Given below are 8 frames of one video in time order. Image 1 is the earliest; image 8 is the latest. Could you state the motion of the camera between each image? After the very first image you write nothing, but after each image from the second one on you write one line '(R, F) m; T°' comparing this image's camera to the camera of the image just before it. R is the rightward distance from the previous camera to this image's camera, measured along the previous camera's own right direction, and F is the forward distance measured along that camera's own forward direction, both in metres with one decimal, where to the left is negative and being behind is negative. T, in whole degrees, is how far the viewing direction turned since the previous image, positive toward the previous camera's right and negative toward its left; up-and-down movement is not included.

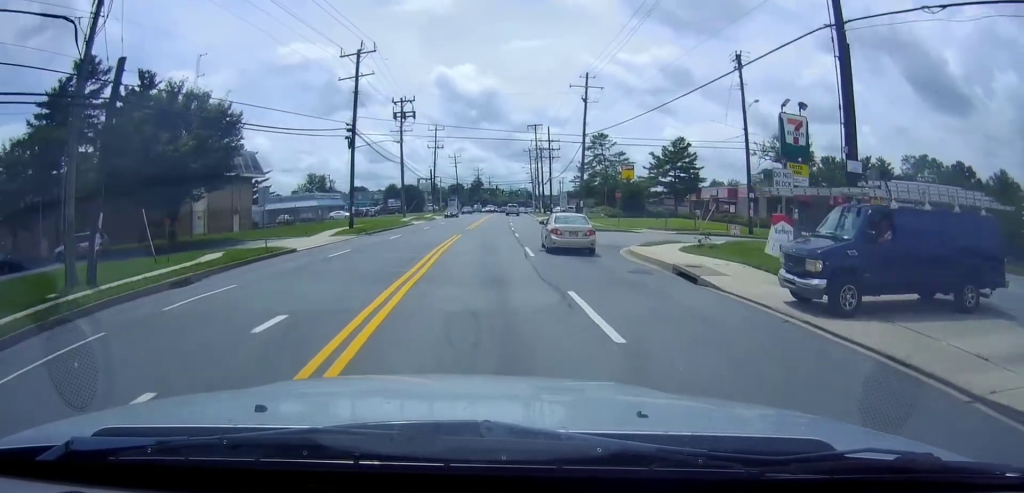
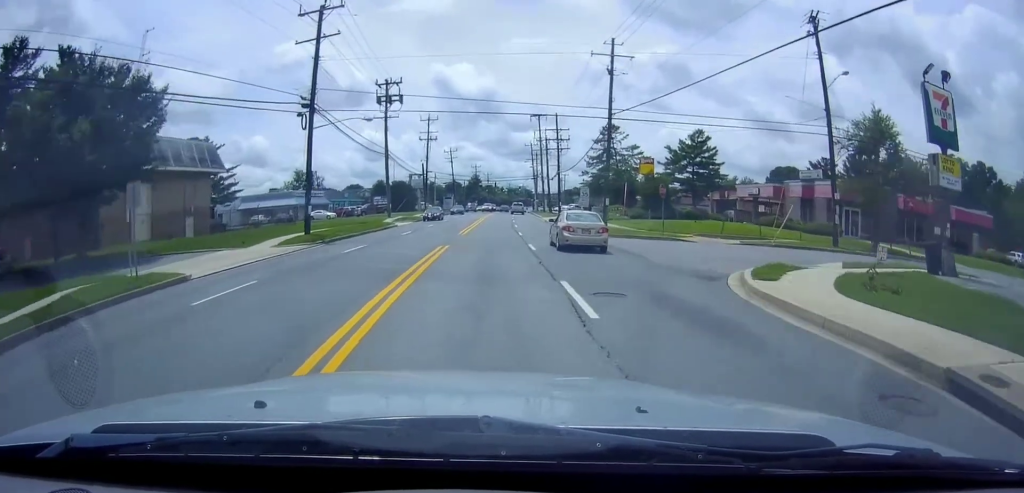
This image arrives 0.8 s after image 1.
(+0.1, +12.1) m; 0°
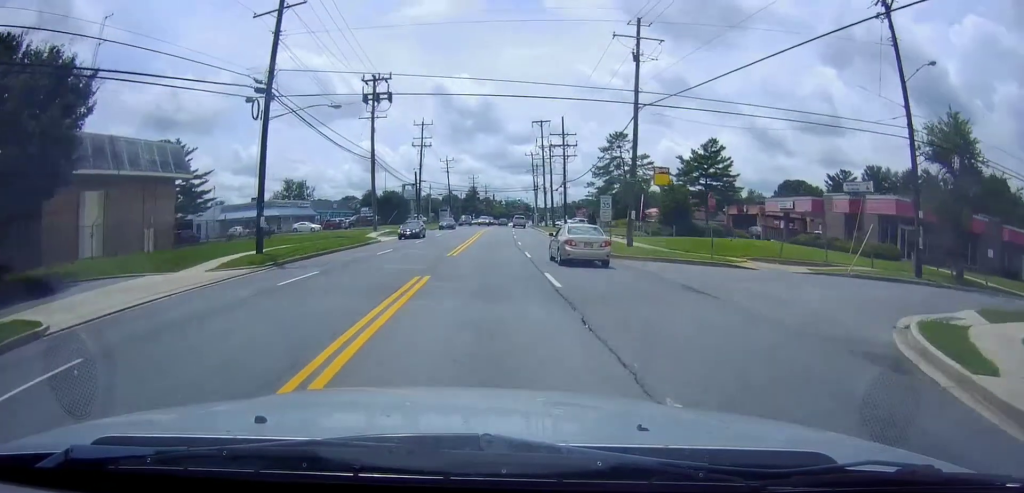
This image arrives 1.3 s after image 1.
(0.0, +7.9) m; 0°
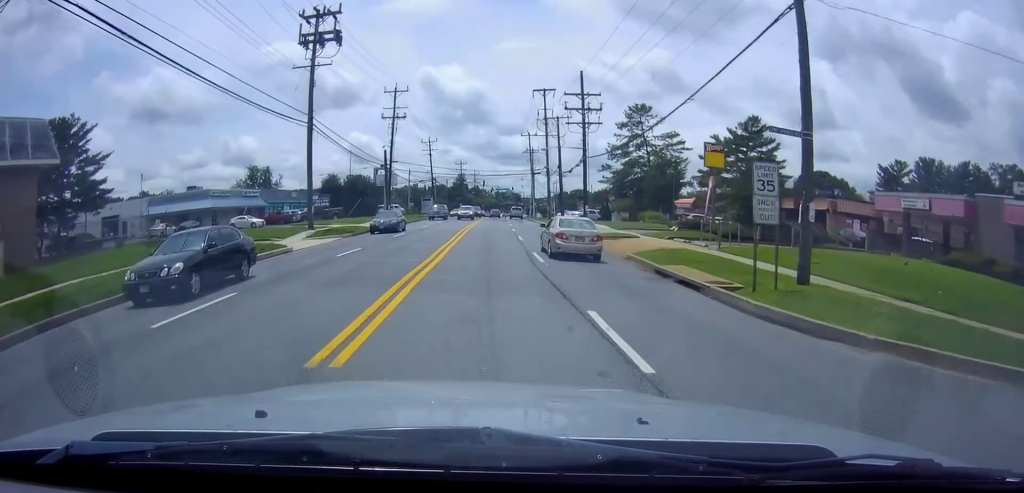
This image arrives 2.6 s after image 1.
(0.0, +19.7) m; +1°
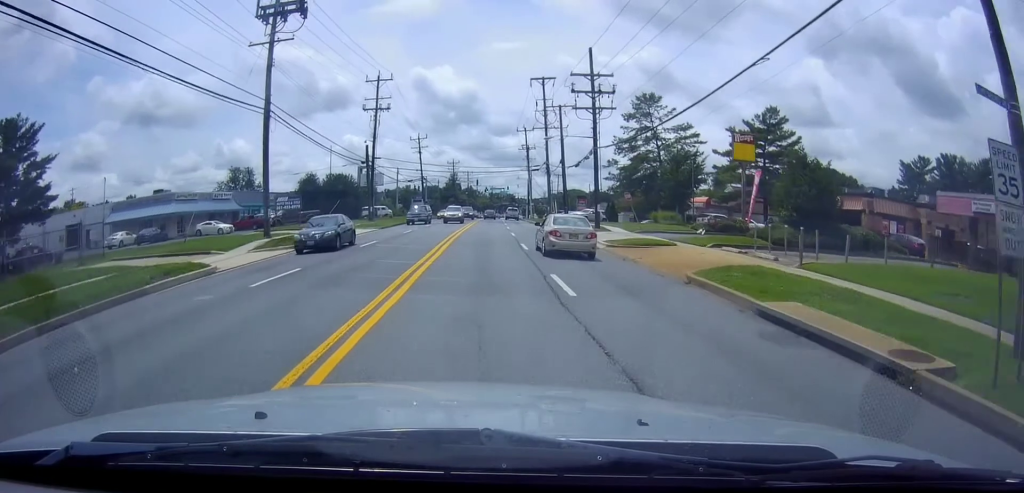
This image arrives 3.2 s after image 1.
(-0.2, +7.7) m; +1°
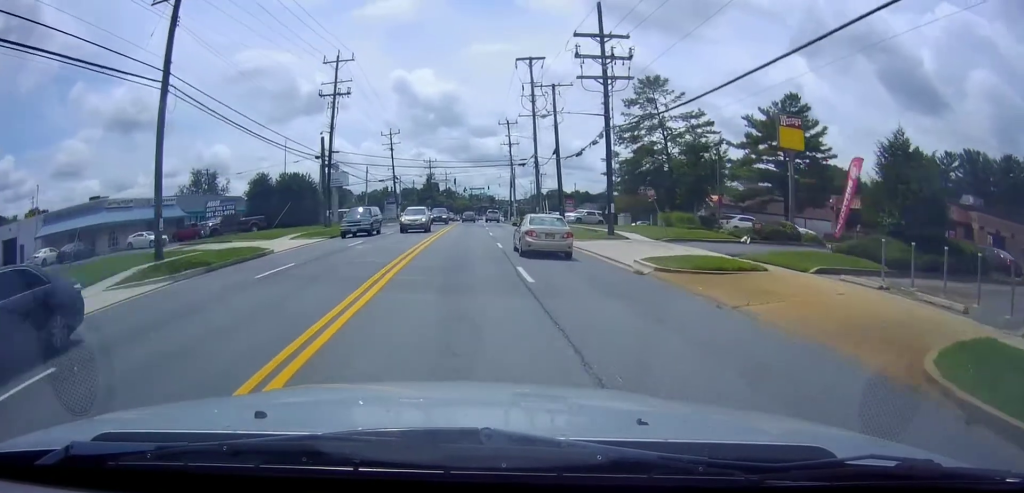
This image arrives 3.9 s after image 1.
(+0.5, +10.3) m; +1°
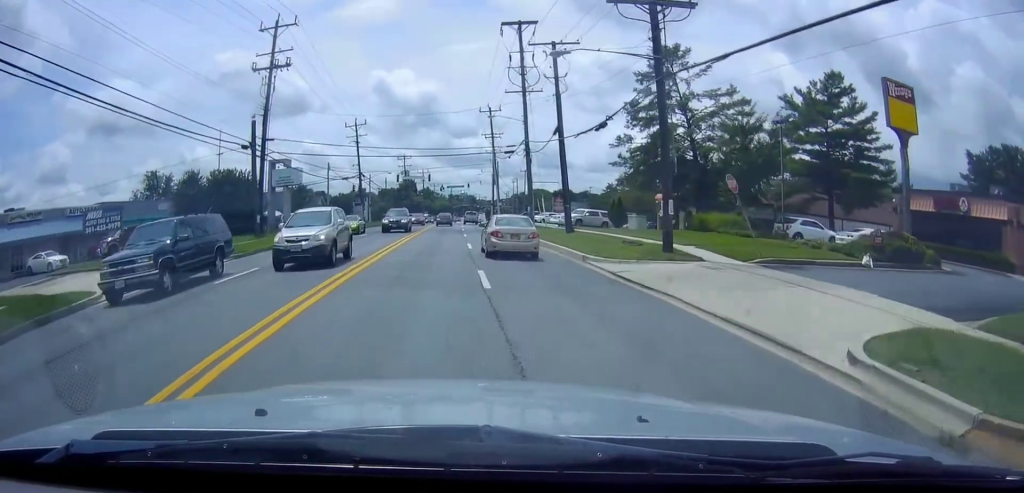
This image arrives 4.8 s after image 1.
(0.0, +12.5) m; 0°
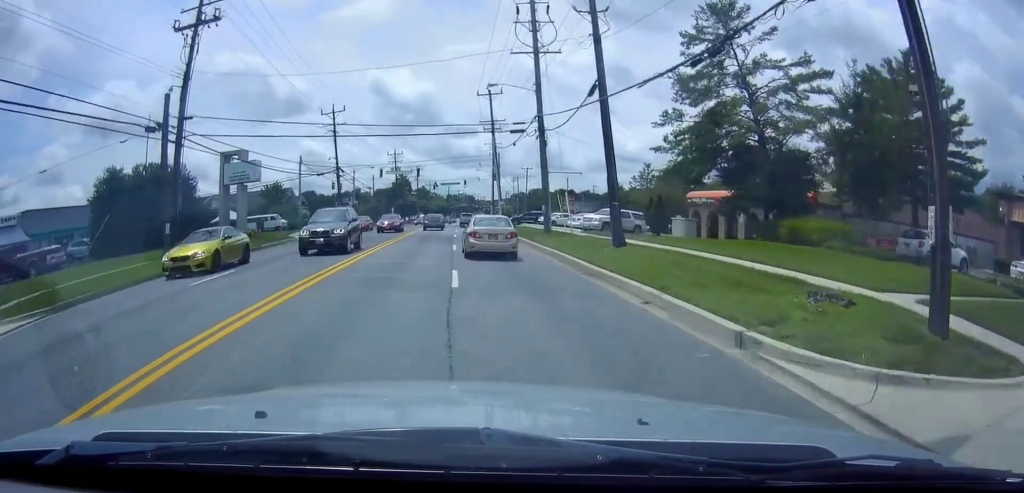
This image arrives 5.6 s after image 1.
(+0.1, +12.1) m; 0°
